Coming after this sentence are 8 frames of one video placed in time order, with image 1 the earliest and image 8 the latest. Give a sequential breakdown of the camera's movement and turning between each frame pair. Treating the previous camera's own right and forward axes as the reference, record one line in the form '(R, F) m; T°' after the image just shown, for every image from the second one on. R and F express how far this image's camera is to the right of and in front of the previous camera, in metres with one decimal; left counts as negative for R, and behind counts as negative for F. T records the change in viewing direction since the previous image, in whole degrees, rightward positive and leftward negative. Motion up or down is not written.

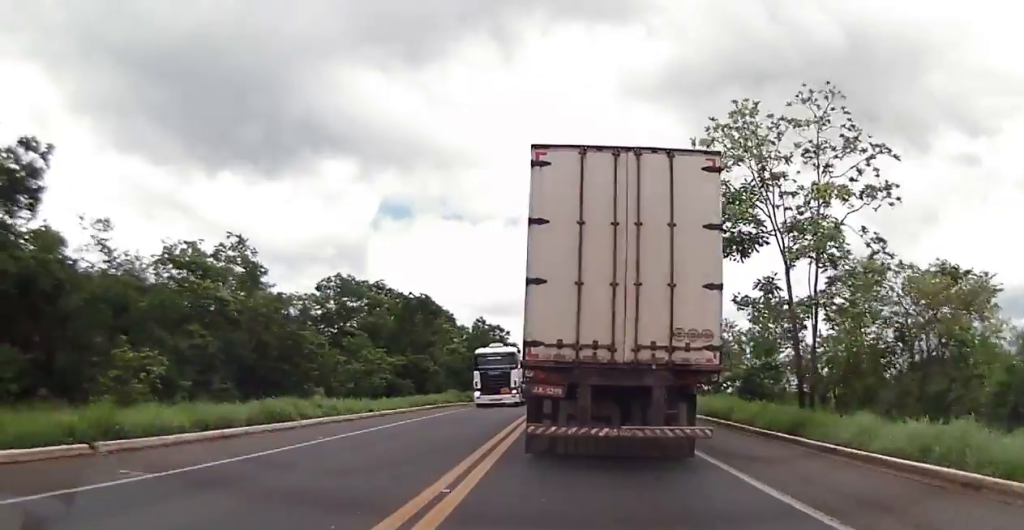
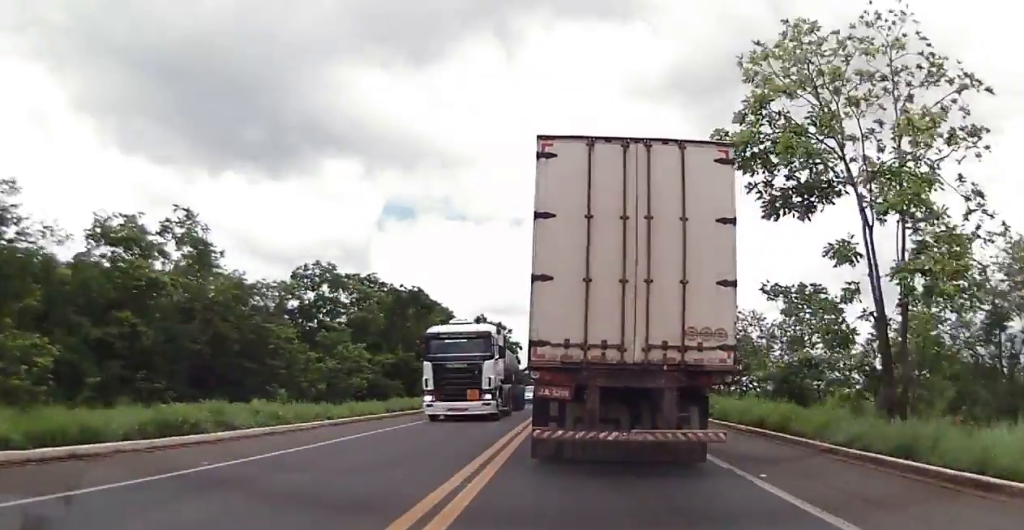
(0.0, +5.5) m; -1°
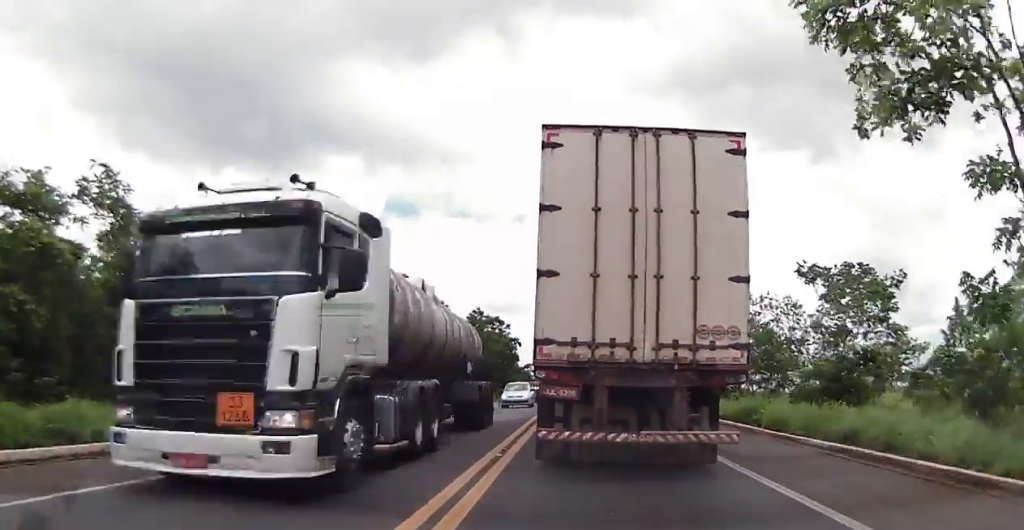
(+0.1, +6.2) m; -1°
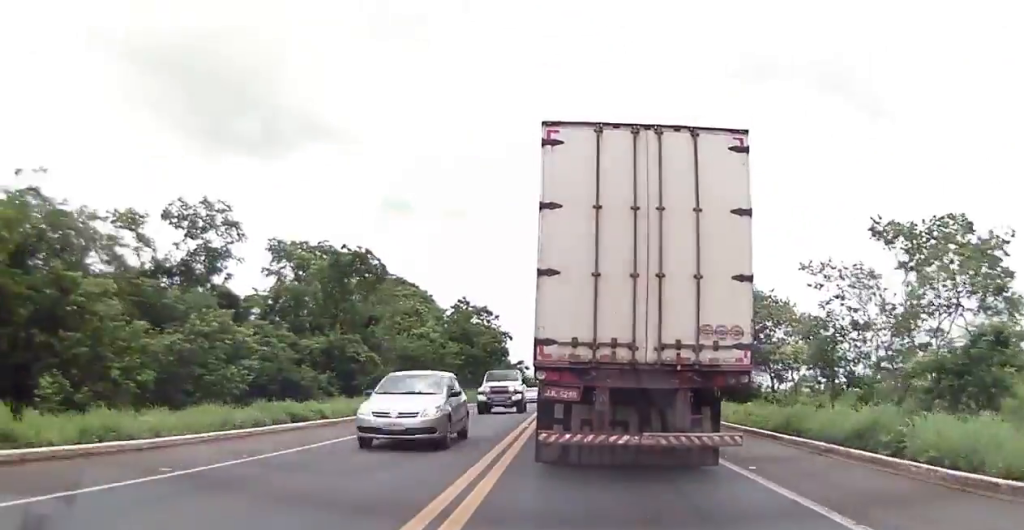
(-0.4, +9.4) m; 0°
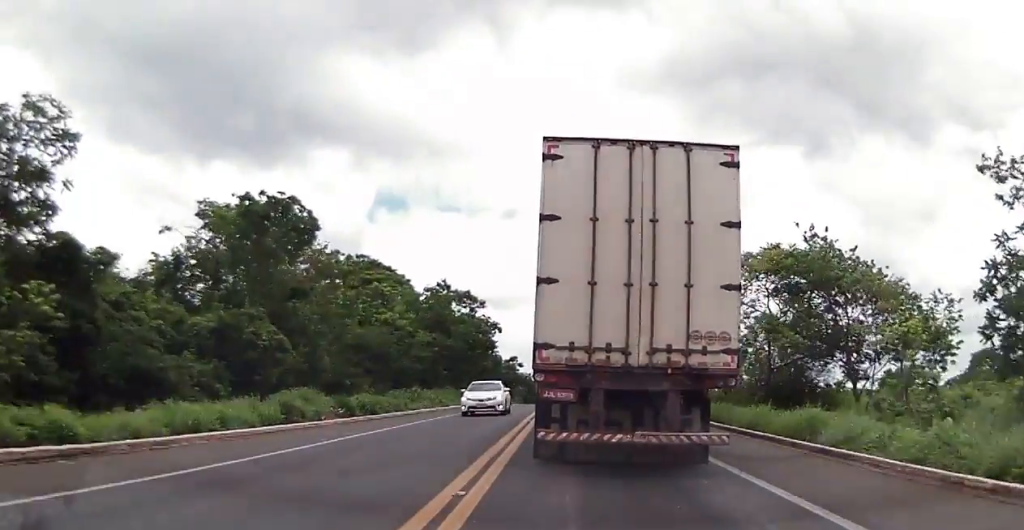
(+0.4, +13.0) m; 0°
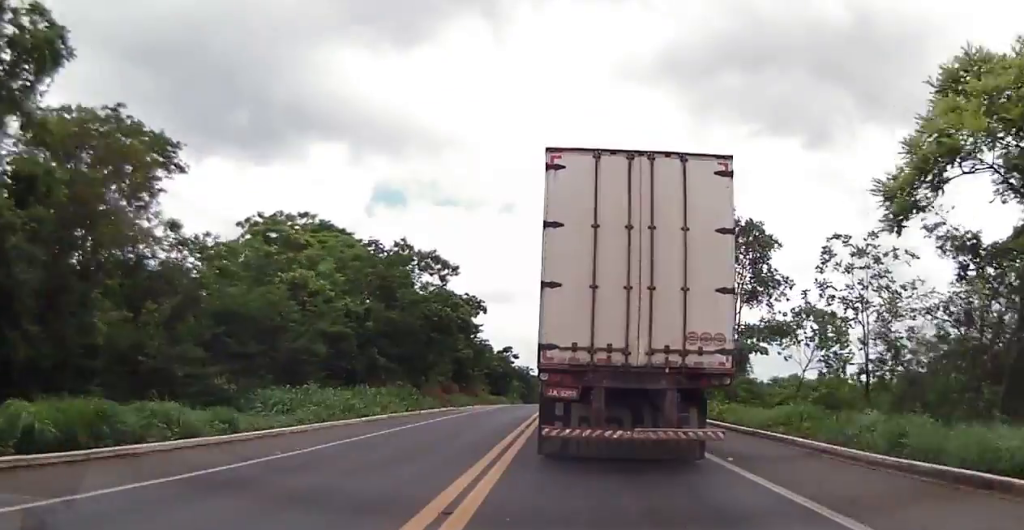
(-0.6, +17.9) m; -1°
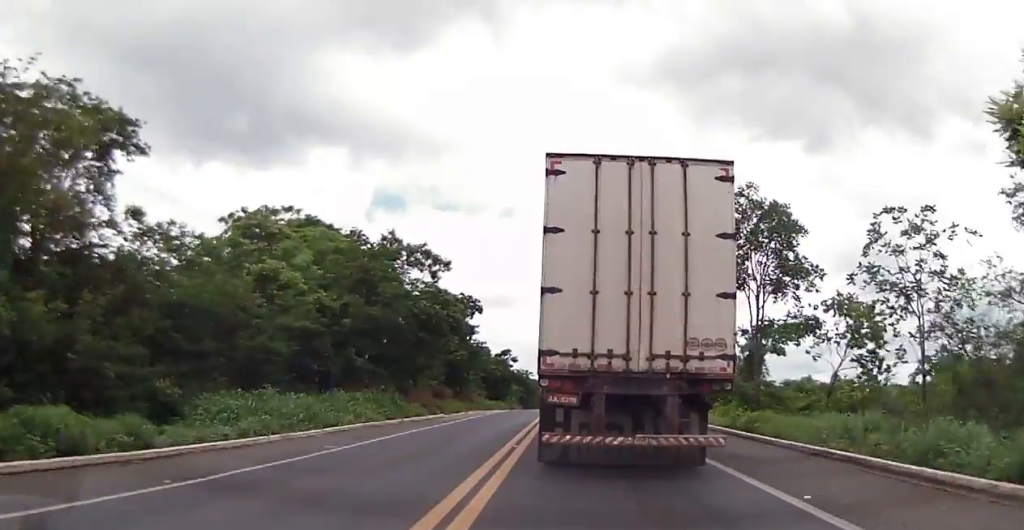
(0.0, +3.4) m; +1°
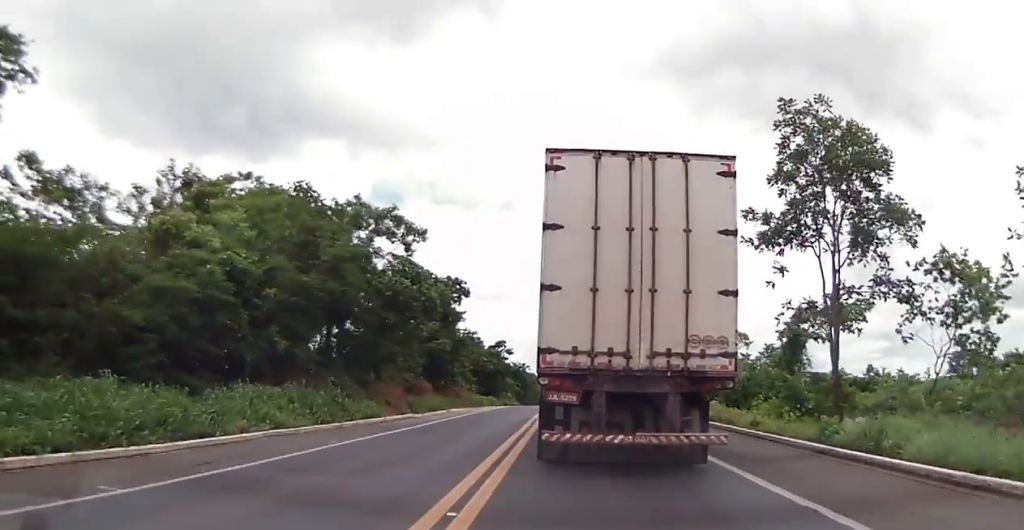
(+0.2, +7.5) m; +1°
